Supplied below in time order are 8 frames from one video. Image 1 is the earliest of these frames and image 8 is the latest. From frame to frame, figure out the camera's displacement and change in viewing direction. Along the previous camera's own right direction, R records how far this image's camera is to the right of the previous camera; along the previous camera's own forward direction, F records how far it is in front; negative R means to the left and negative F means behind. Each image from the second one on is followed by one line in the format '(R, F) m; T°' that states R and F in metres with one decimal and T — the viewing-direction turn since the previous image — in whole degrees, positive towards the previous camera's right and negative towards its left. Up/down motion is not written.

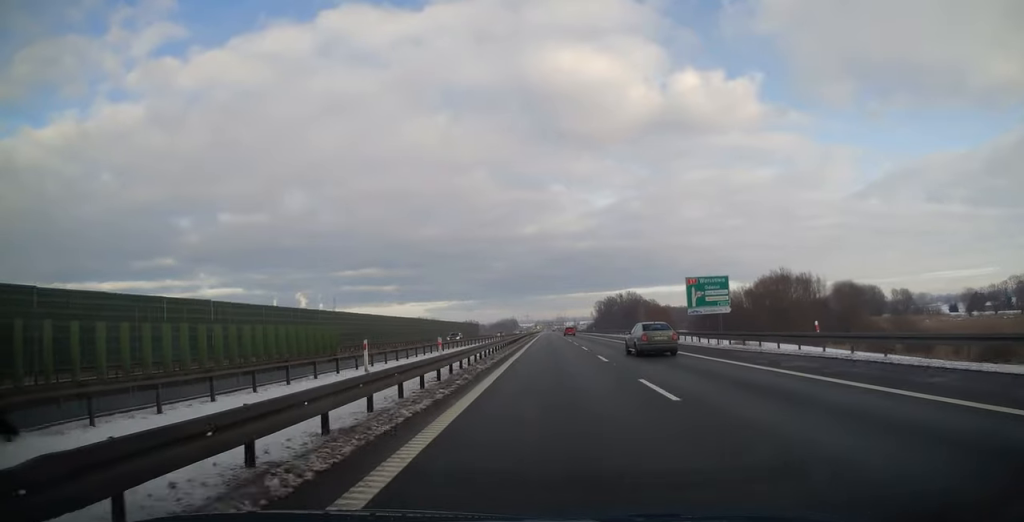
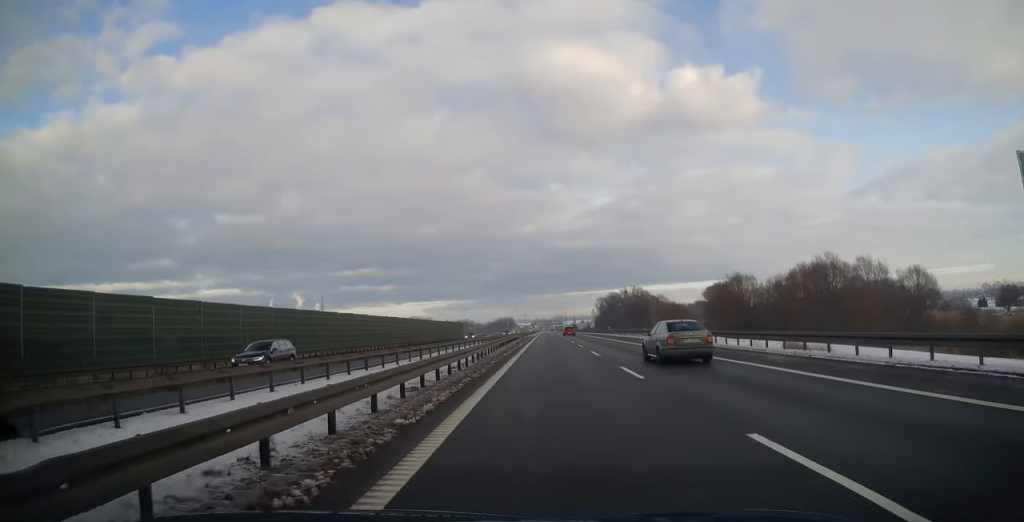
(-0.1, +31.5) m; 0°
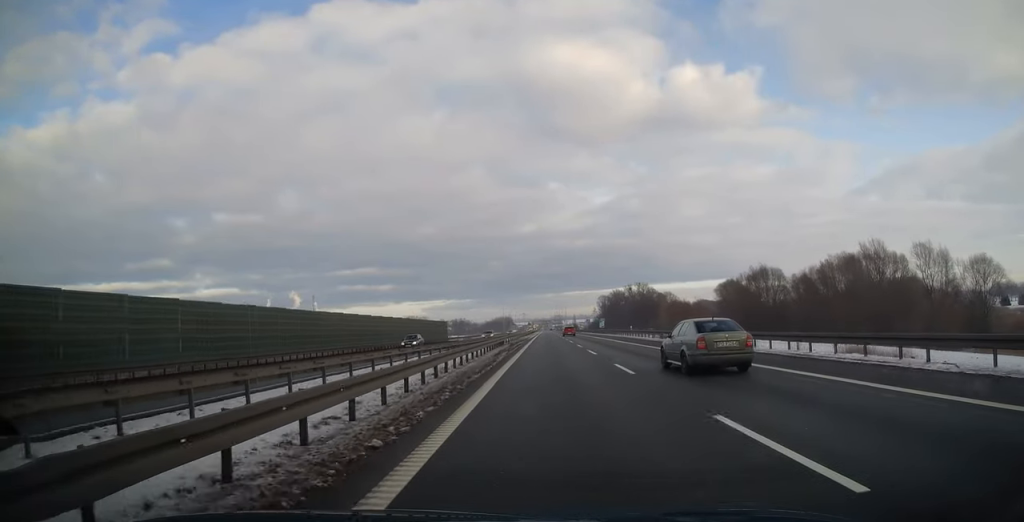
(0.0, +22.5) m; 0°
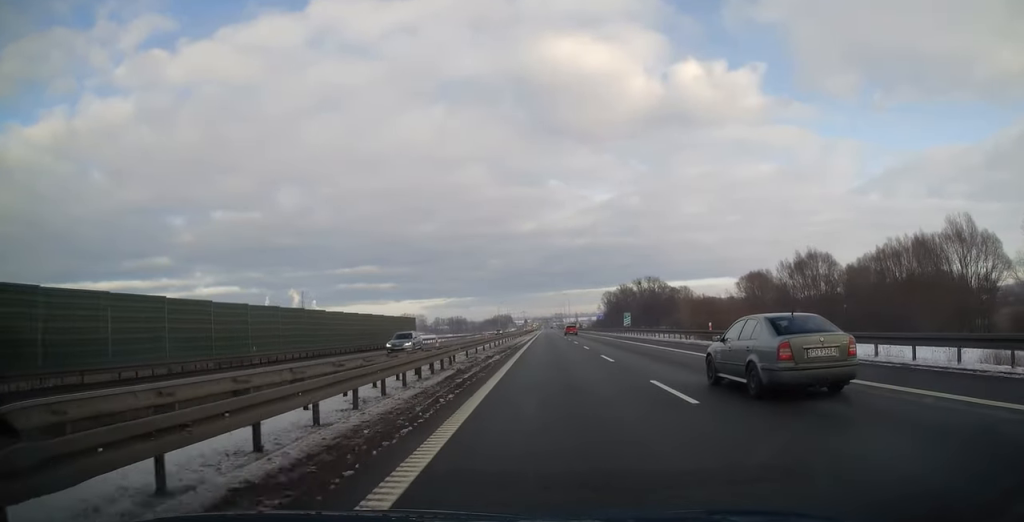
(+0.1, +30.5) m; 0°
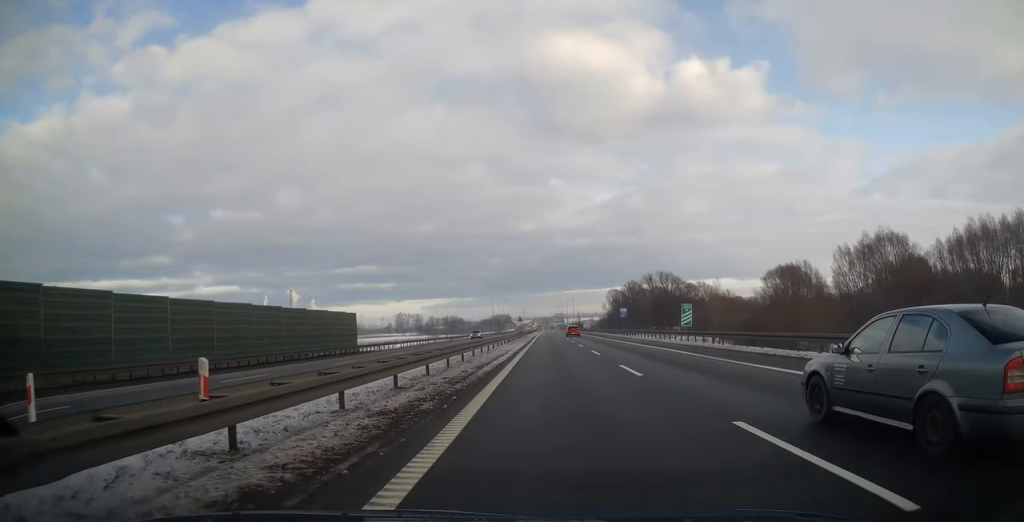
(+0.1, +29.9) m; 0°
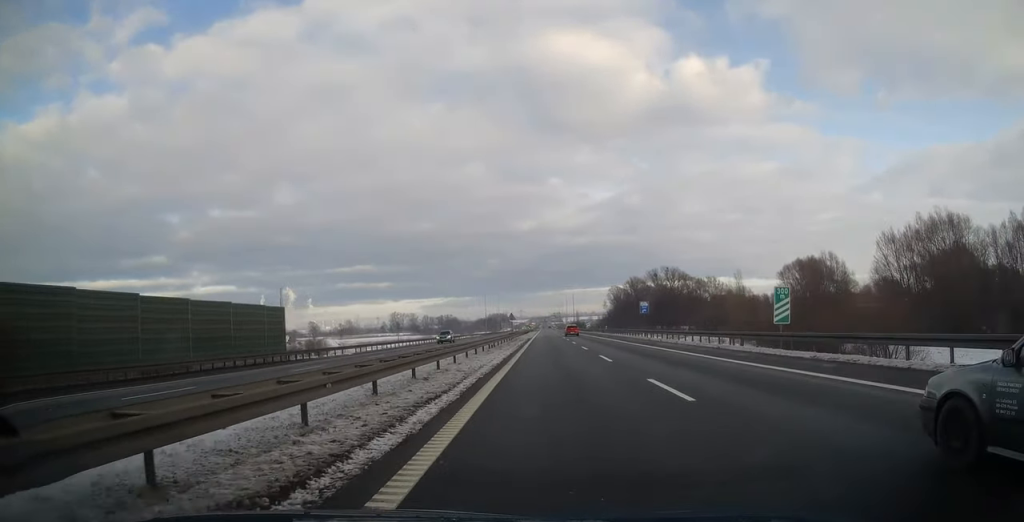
(-0.1, +17.7) m; 0°
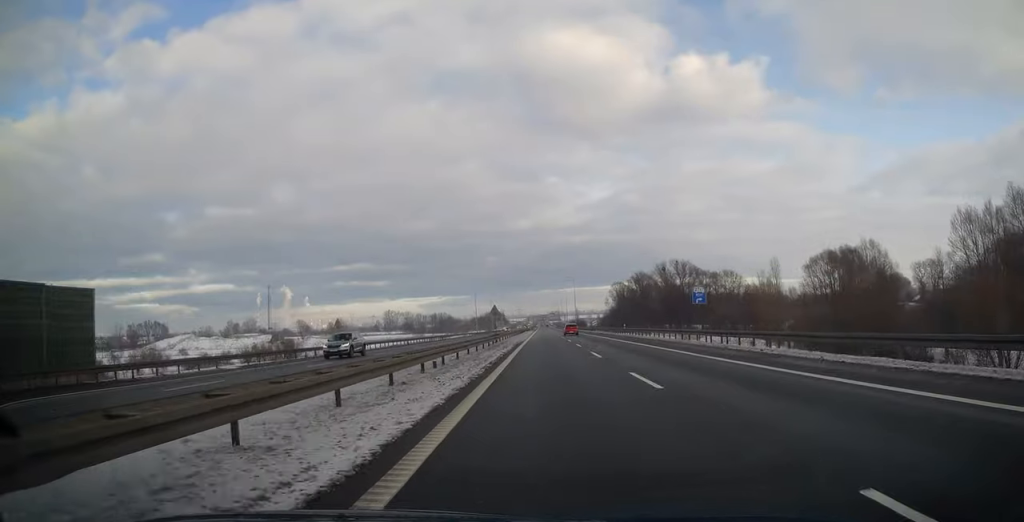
(-0.1, +22.0) m; 0°
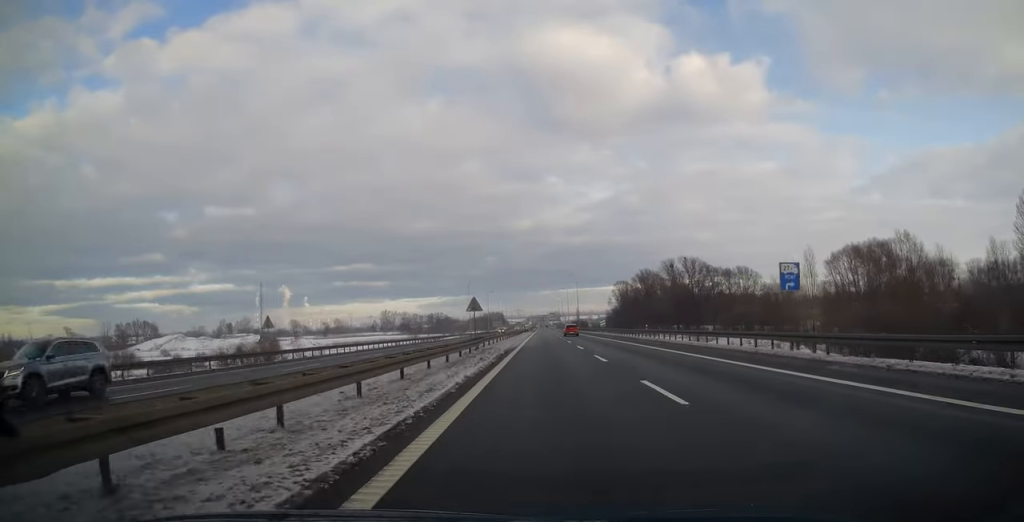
(-0.1, +14.4) m; 0°
